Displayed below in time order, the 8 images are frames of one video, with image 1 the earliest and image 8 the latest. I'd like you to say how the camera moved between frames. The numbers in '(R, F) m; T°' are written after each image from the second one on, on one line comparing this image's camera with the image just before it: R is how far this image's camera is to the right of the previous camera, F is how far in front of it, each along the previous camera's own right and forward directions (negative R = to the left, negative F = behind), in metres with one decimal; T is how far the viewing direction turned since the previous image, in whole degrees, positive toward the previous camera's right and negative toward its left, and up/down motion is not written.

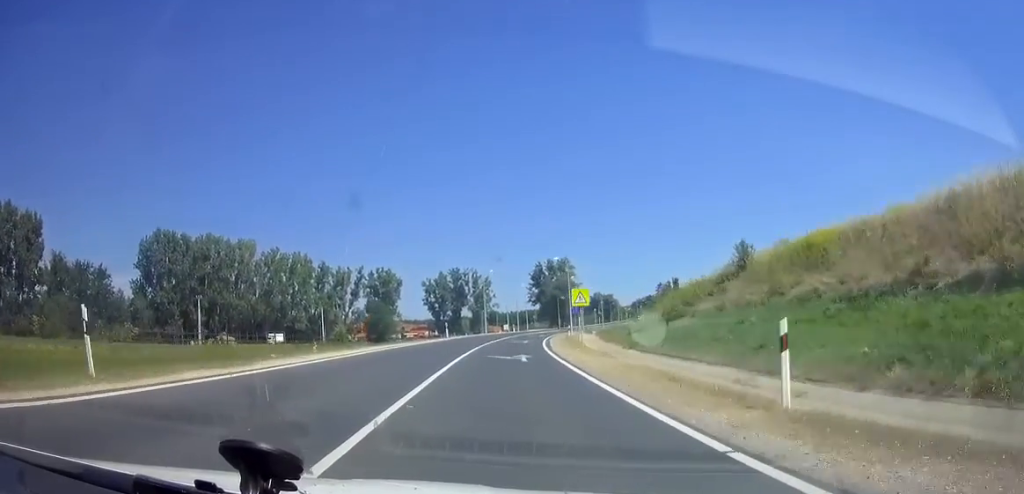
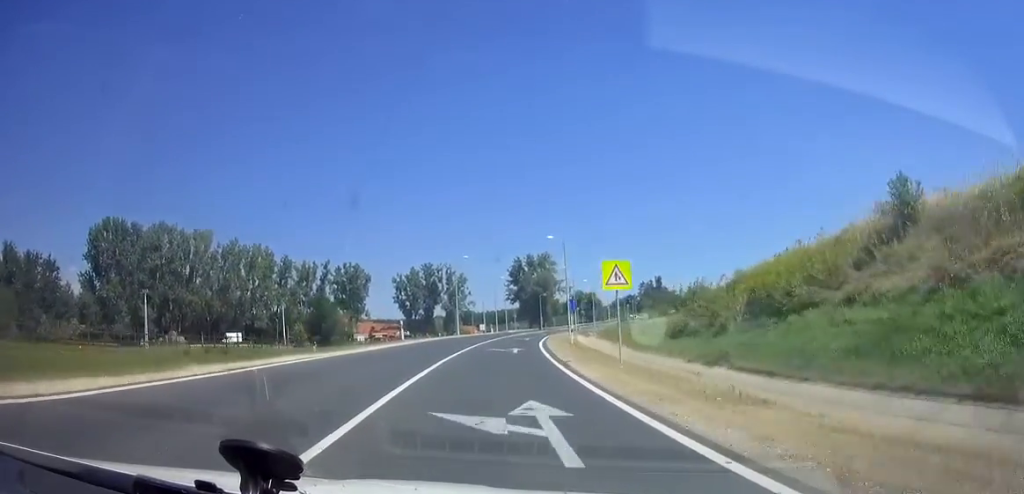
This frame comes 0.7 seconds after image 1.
(+0.4, +17.2) m; +2°
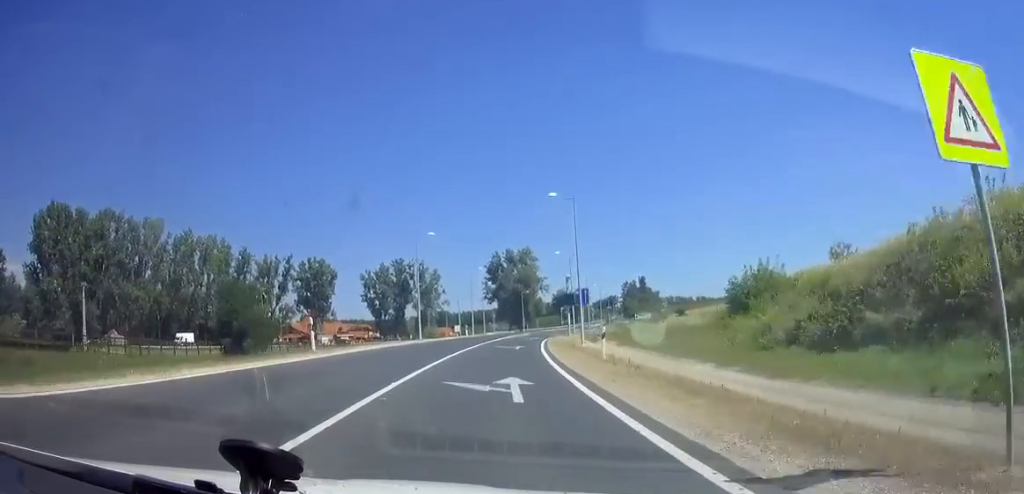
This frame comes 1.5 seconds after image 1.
(+0.3, +18.6) m; +2°
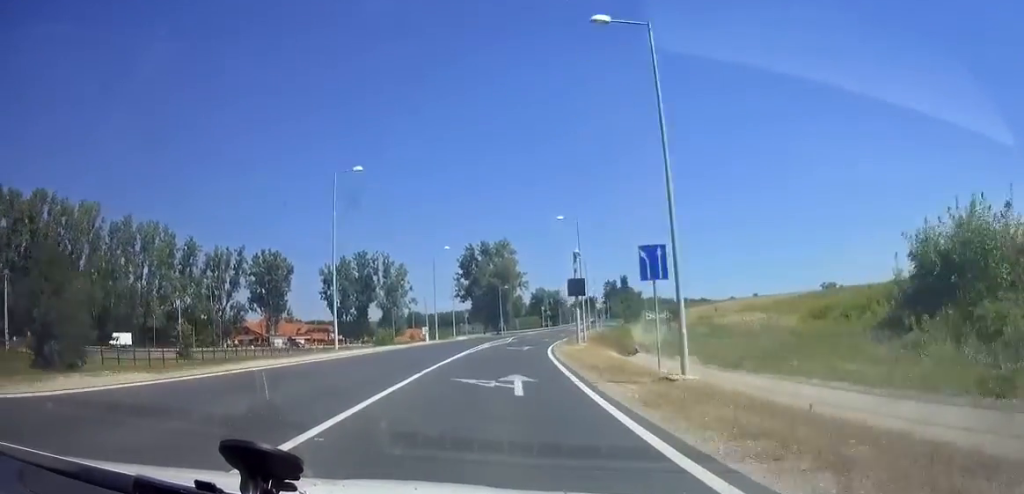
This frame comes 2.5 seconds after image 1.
(+0.5, +22.0) m; +2°
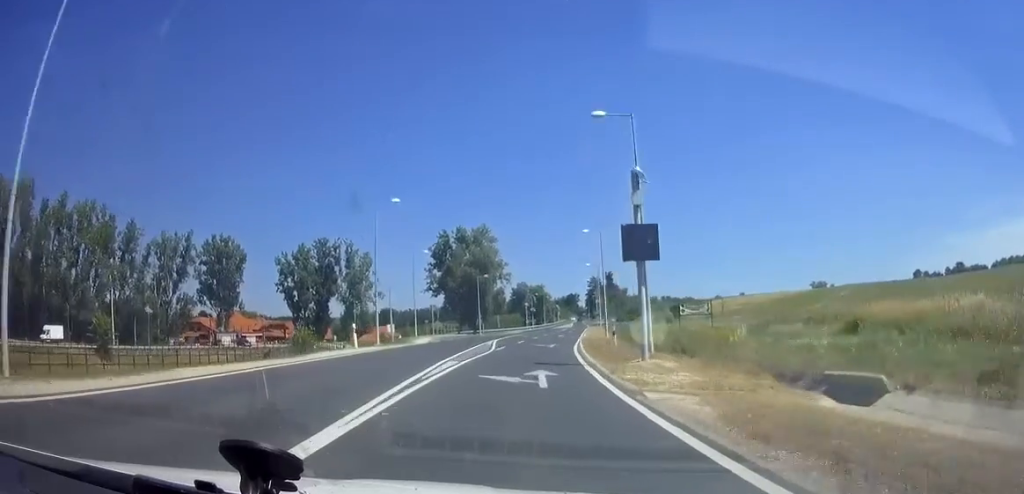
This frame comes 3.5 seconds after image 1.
(+0.5, +22.3) m; +2°
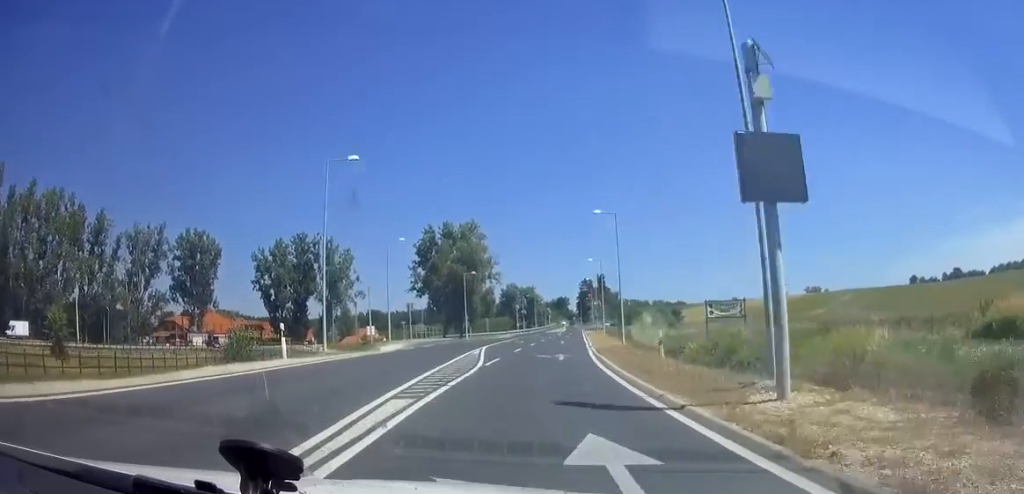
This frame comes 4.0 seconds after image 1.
(+0.2, +10.2) m; +1°
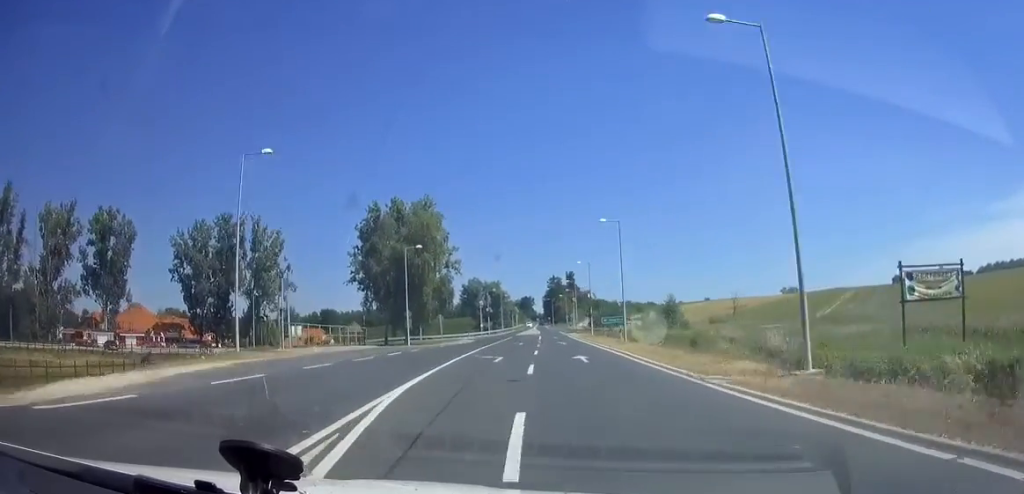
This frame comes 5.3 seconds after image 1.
(+0.7, +27.8) m; +3°
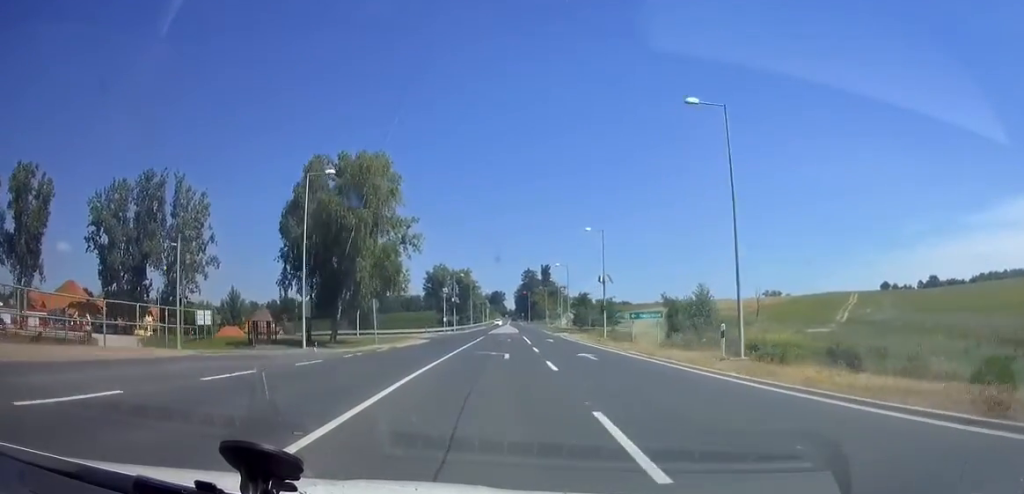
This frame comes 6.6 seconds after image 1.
(+0.6, +26.0) m; +3°
